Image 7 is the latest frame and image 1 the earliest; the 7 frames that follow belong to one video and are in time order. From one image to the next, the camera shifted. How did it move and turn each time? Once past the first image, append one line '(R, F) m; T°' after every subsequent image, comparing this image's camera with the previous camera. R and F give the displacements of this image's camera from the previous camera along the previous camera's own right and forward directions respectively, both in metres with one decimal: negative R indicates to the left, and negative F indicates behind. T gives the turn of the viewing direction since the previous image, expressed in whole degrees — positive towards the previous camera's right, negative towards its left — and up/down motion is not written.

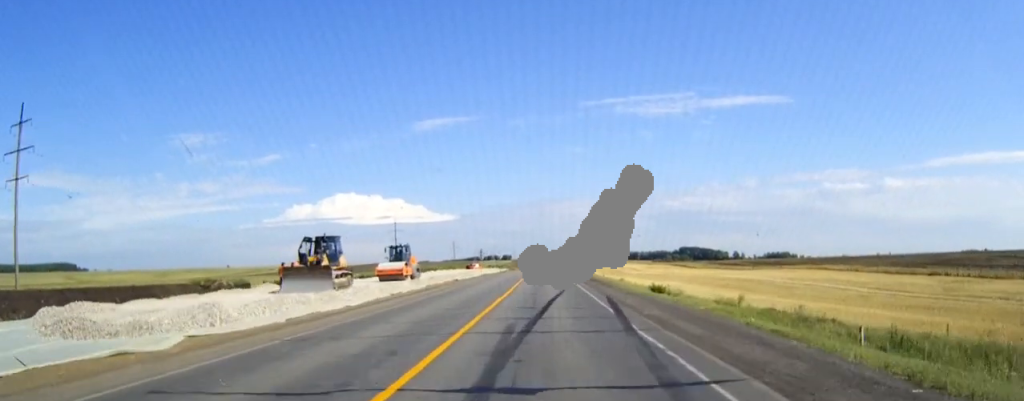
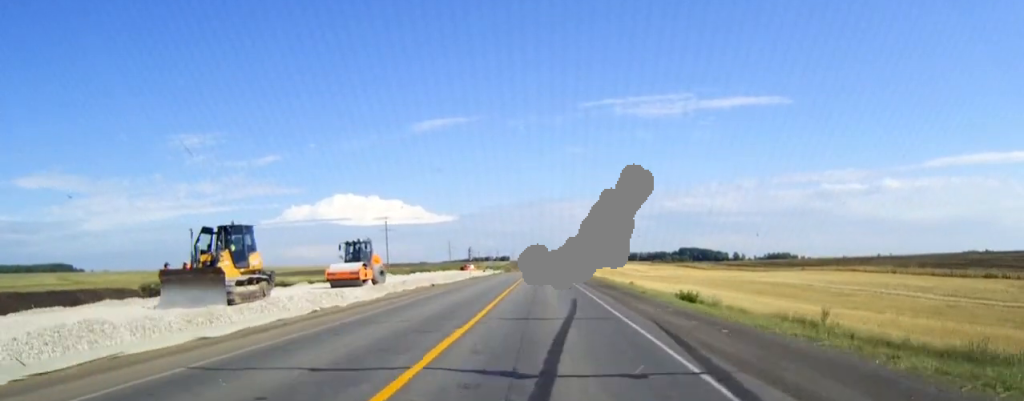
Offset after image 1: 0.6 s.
(0.0, +13.3) m; 0°
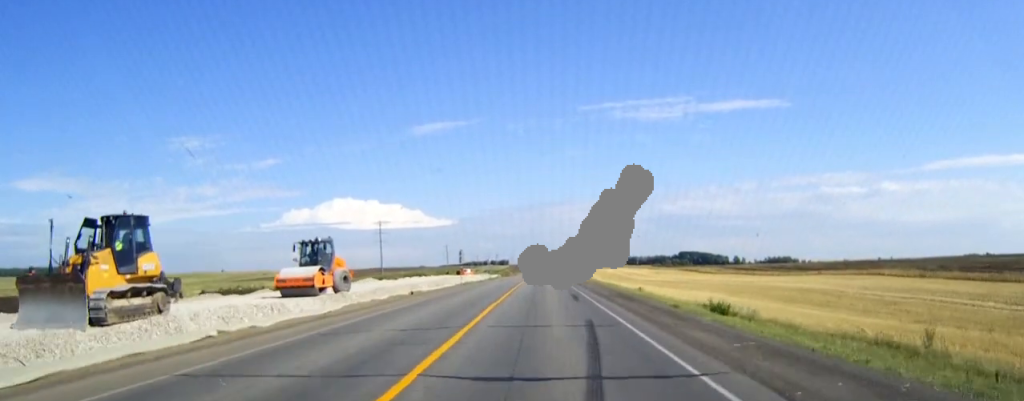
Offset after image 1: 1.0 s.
(0.0, +8.9) m; 0°
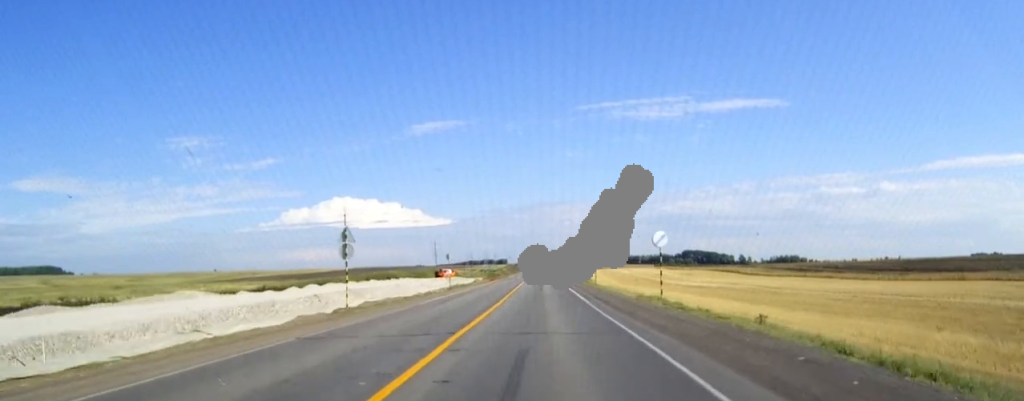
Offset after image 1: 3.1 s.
(+0.1, +46.5) m; 0°
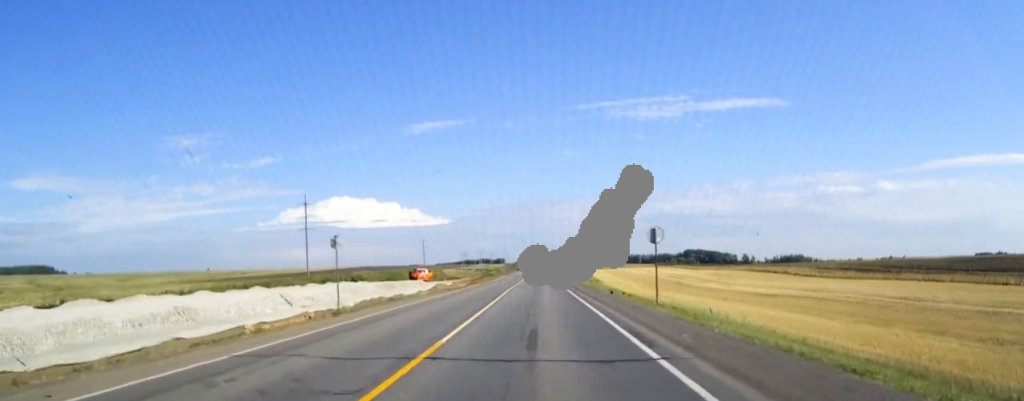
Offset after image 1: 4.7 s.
(0.0, +36.0) m; 0°
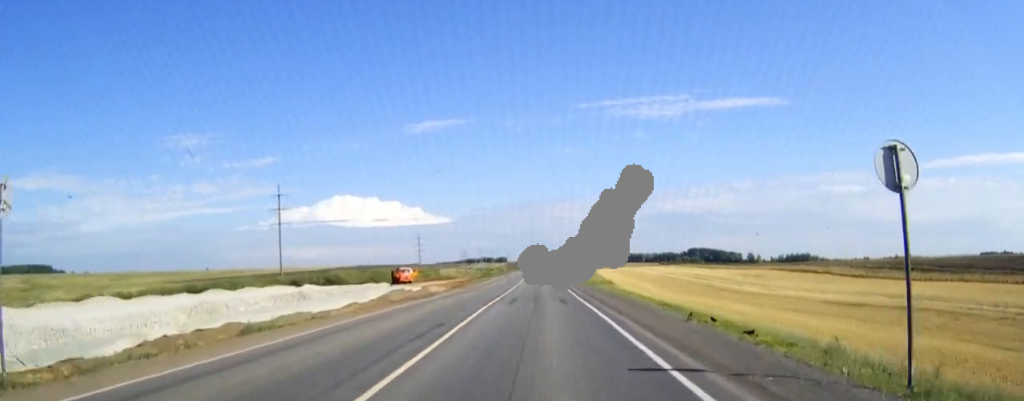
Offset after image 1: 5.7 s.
(-0.1, +20.7) m; 0°
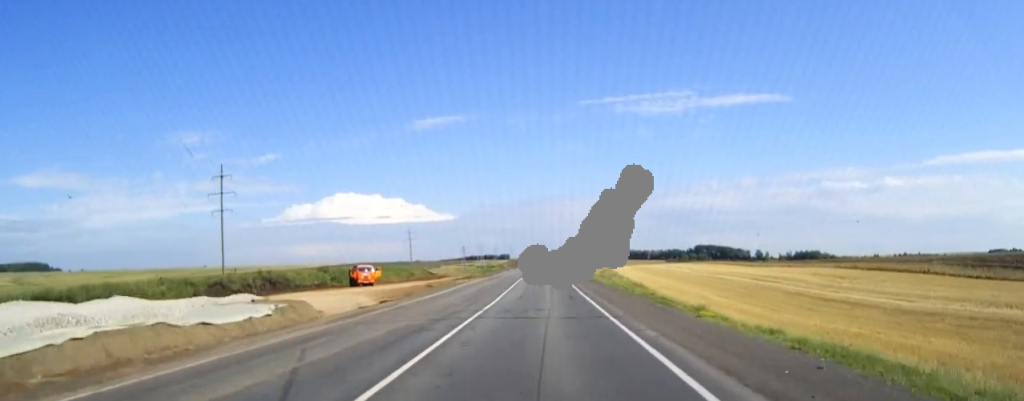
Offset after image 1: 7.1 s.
(0.0, +32.2) m; 0°
